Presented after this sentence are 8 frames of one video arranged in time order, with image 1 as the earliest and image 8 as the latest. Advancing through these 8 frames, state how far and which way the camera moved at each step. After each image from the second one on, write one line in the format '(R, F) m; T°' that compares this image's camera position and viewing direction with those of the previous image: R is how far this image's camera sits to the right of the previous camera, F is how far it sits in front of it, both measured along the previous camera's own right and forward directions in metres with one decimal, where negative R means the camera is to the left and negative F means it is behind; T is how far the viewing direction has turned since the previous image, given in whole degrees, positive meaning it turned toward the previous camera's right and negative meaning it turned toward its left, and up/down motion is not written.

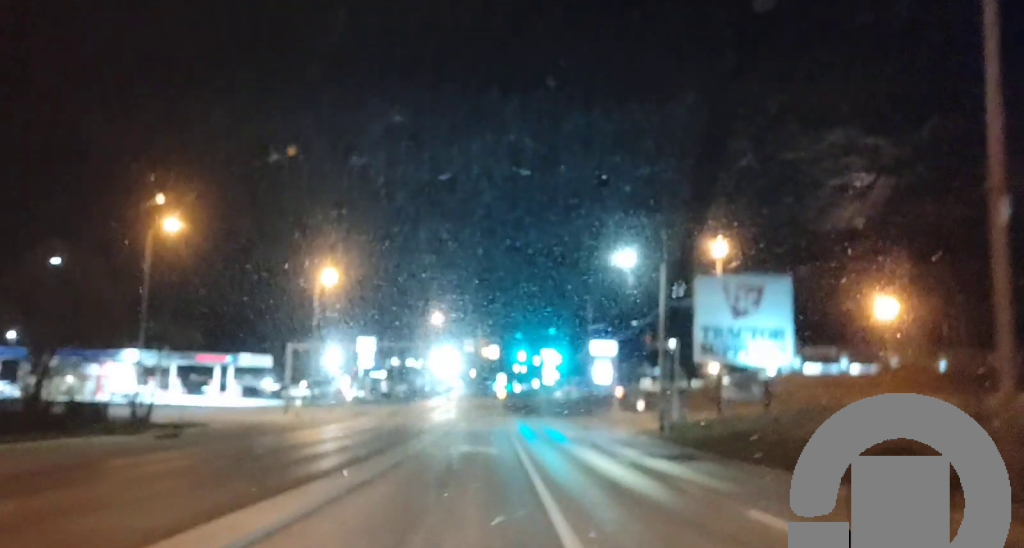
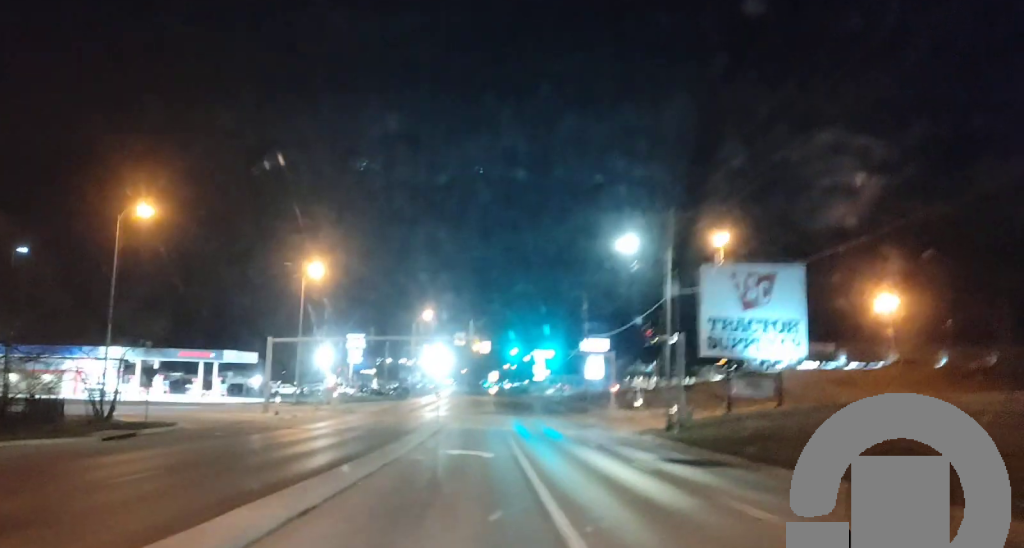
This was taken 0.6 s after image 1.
(0.0, +5.5) m; 0°
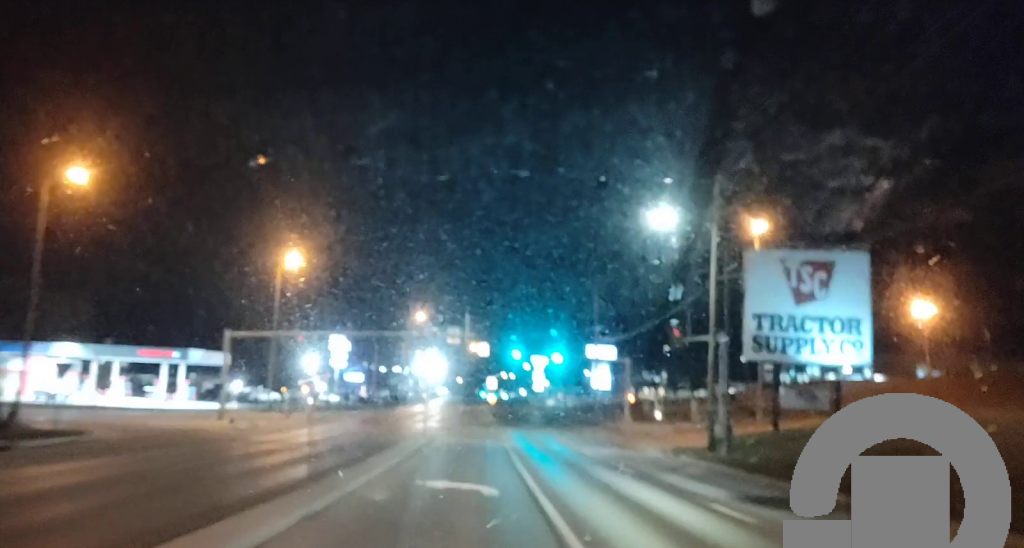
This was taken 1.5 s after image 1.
(+0.2, +9.1) m; +1°
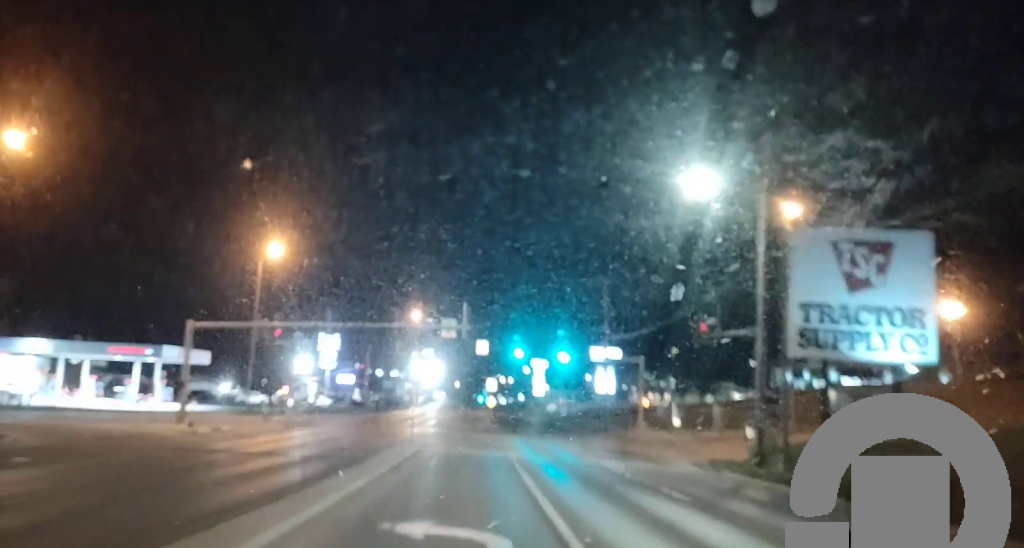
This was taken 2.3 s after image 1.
(0.0, +6.7) m; -1°
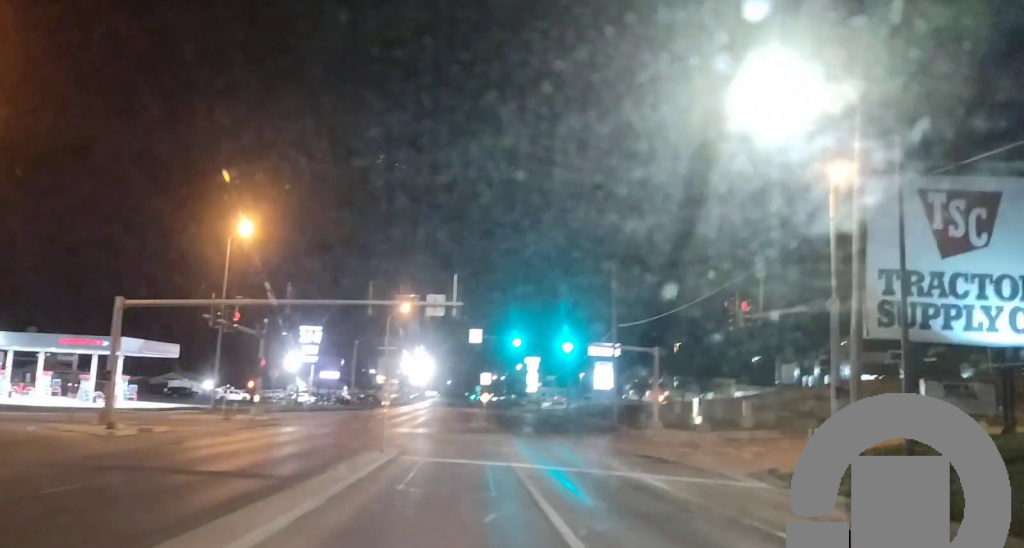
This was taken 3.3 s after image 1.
(-0.1, +9.3) m; 0°
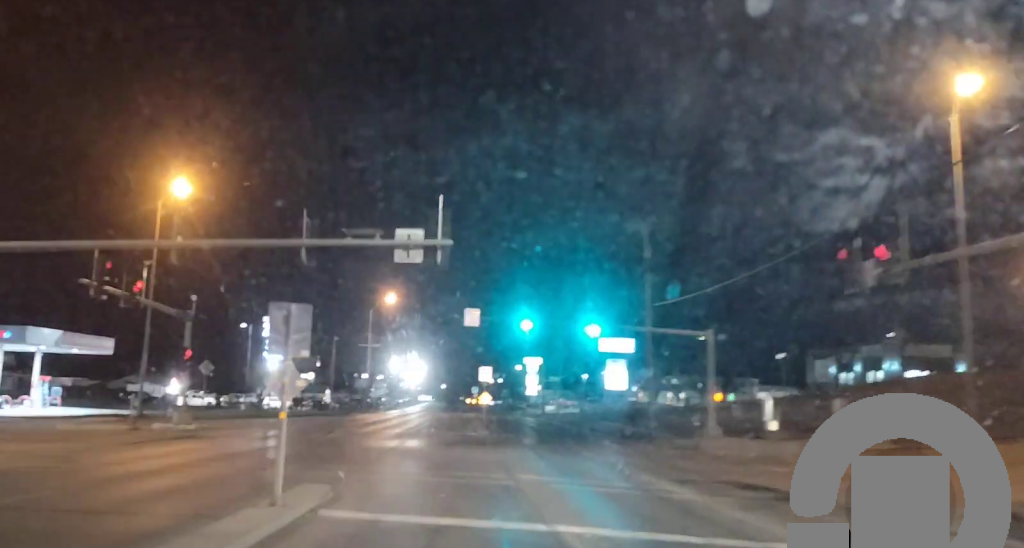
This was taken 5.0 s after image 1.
(+0.5, +13.4) m; +2°
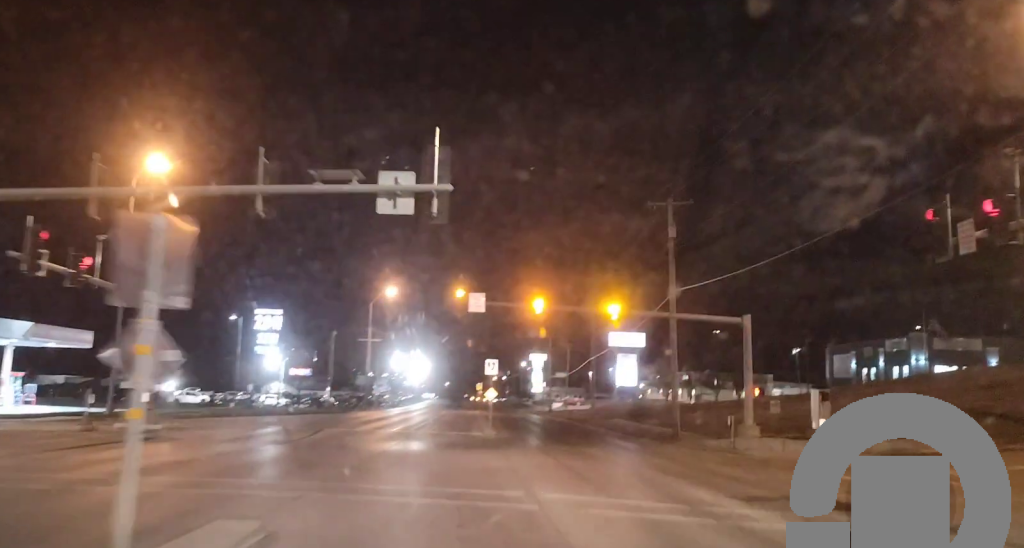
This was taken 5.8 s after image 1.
(0.0, +5.3) m; -1°
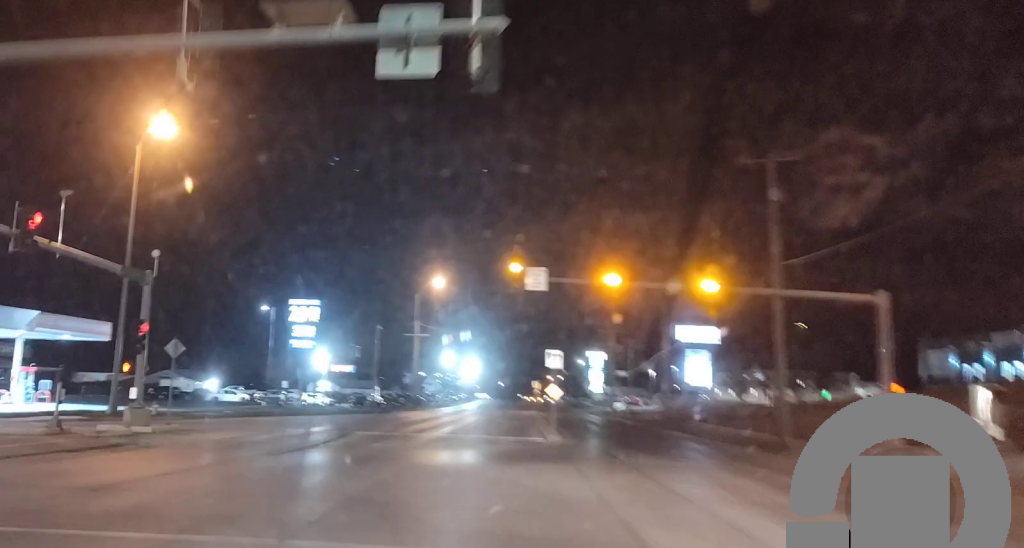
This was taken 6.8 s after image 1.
(-0.1, +7.1) m; -5°
